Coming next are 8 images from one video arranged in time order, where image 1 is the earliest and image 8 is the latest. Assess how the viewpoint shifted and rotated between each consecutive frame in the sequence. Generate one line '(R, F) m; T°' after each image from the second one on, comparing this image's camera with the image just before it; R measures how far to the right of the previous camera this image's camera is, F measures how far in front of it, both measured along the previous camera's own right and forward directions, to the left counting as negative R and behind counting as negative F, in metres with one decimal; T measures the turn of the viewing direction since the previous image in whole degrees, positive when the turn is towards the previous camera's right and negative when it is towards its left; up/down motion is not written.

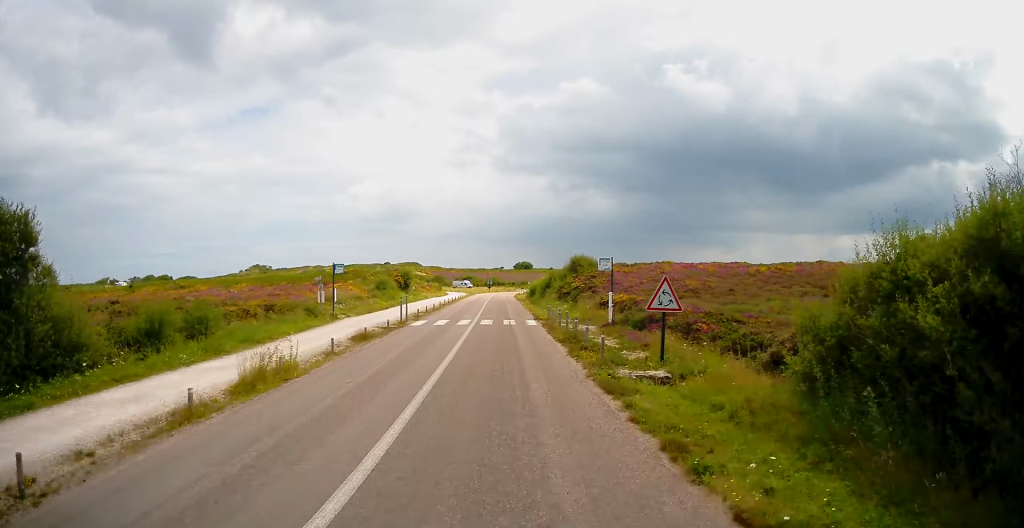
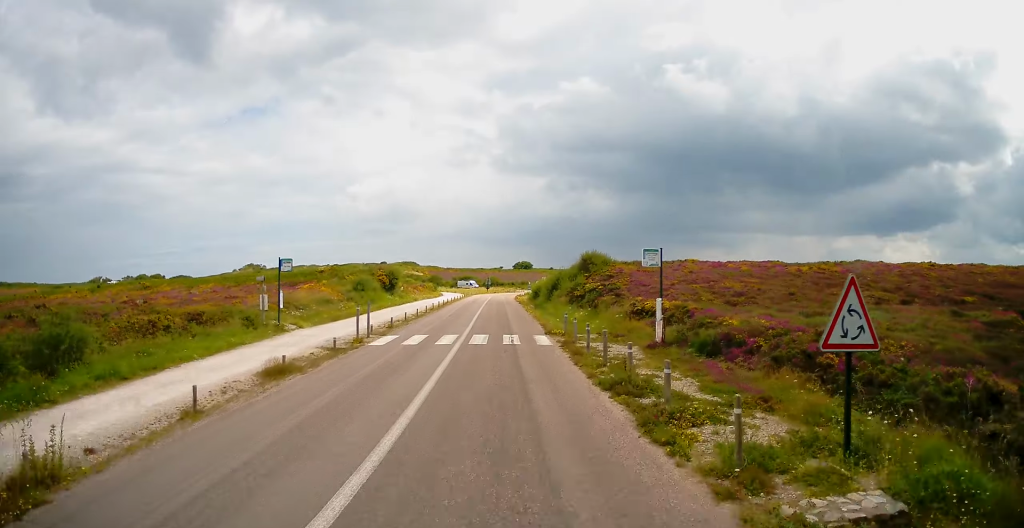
(-0.1, +8.0) m; 0°
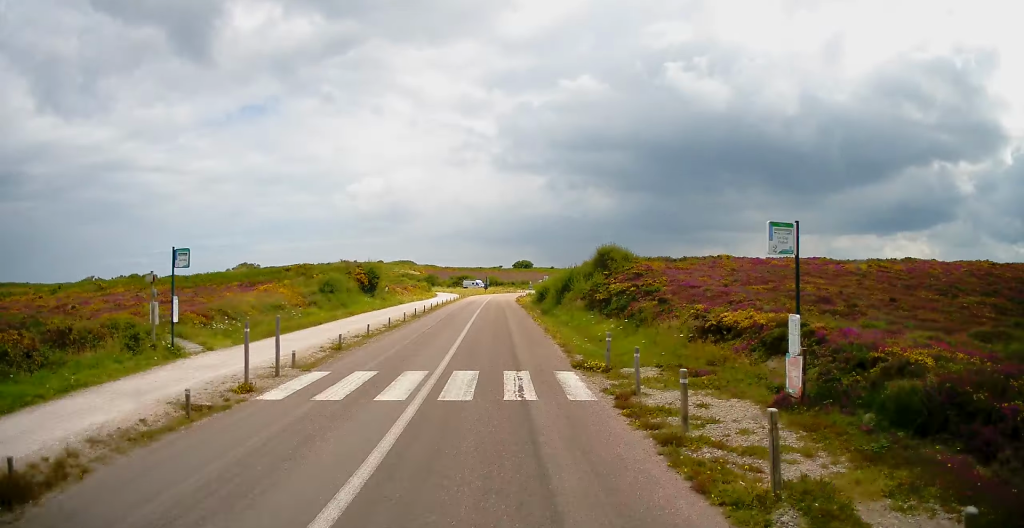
(-0.1, +8.5) m; 0°
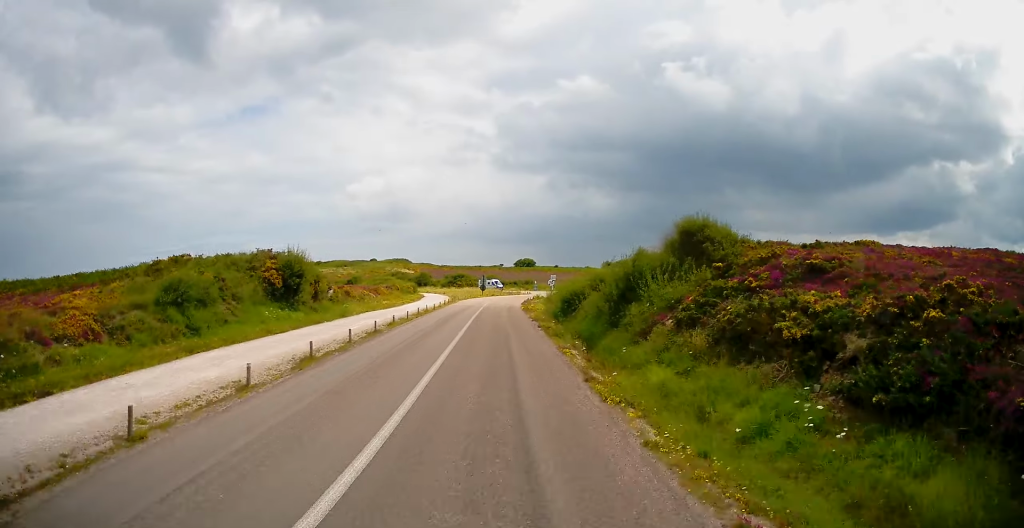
(+0.3, +18.8) m; +2°
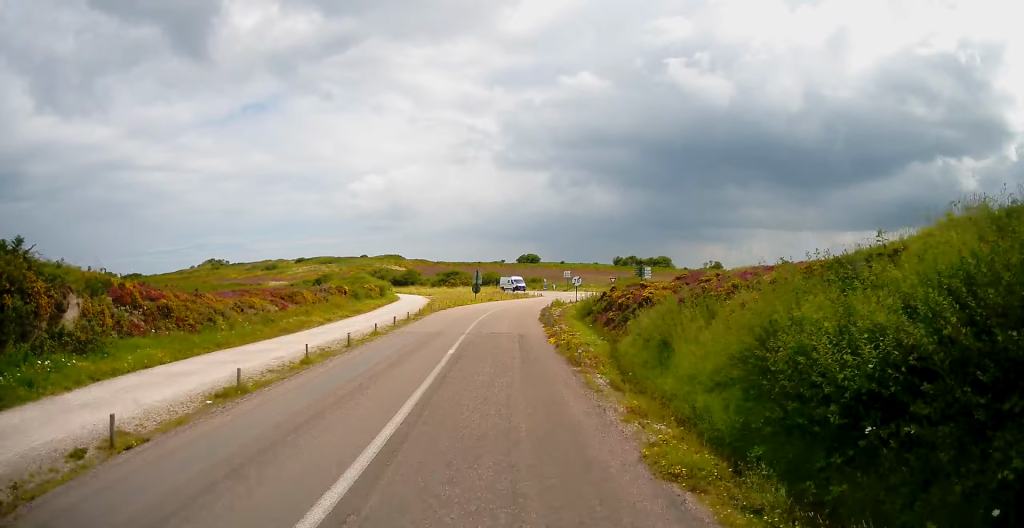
(+0.5, +25.7) m; 0°
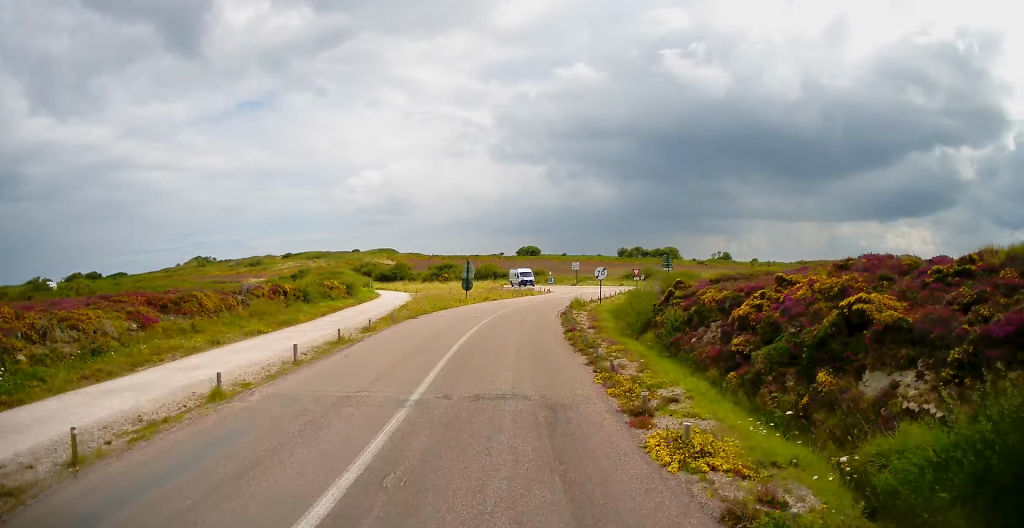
(-0.3, +13.7) m; -1°
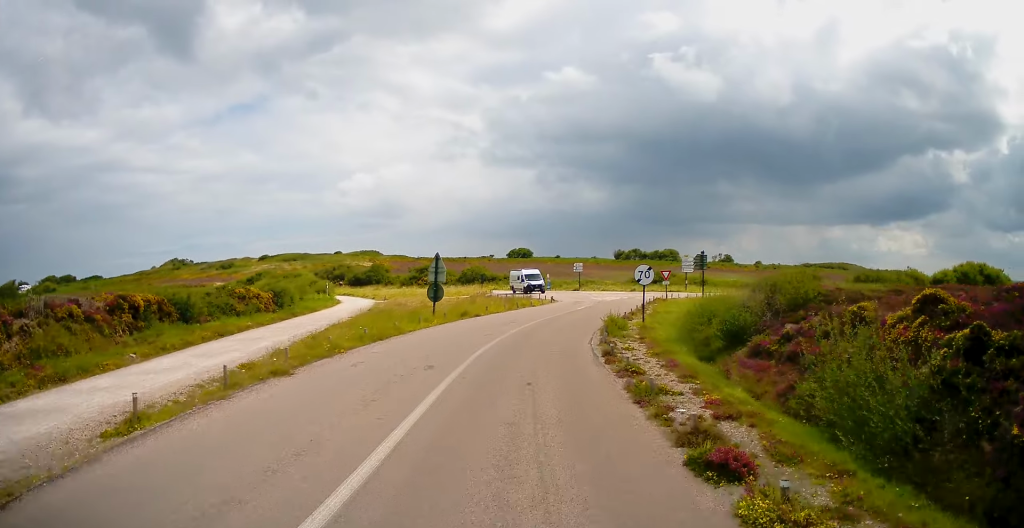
(+0.2, +15.2) m; +3°
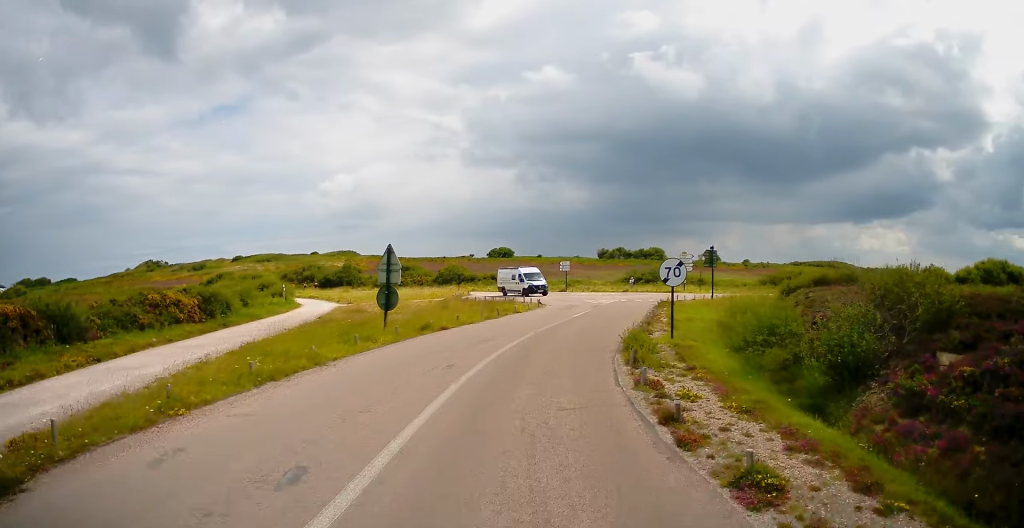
(+0.1, +7.3) m; +2°
